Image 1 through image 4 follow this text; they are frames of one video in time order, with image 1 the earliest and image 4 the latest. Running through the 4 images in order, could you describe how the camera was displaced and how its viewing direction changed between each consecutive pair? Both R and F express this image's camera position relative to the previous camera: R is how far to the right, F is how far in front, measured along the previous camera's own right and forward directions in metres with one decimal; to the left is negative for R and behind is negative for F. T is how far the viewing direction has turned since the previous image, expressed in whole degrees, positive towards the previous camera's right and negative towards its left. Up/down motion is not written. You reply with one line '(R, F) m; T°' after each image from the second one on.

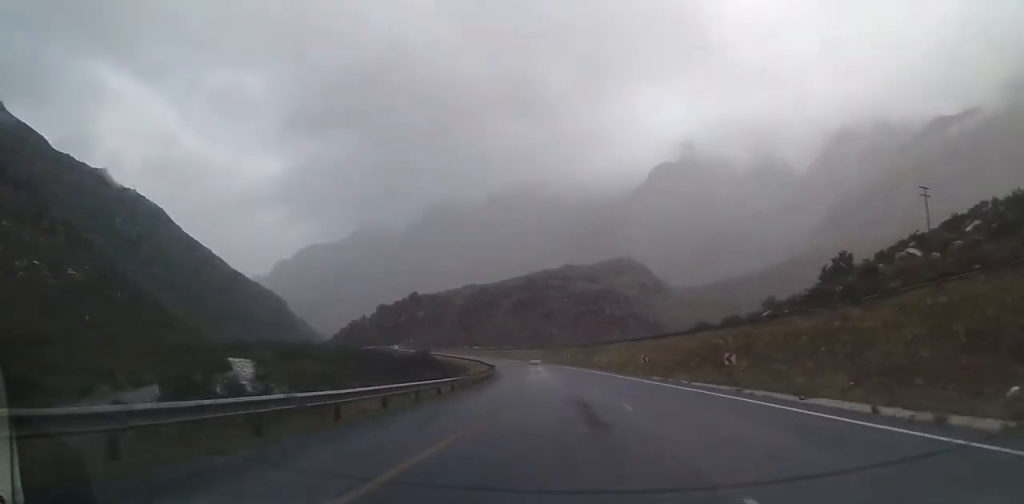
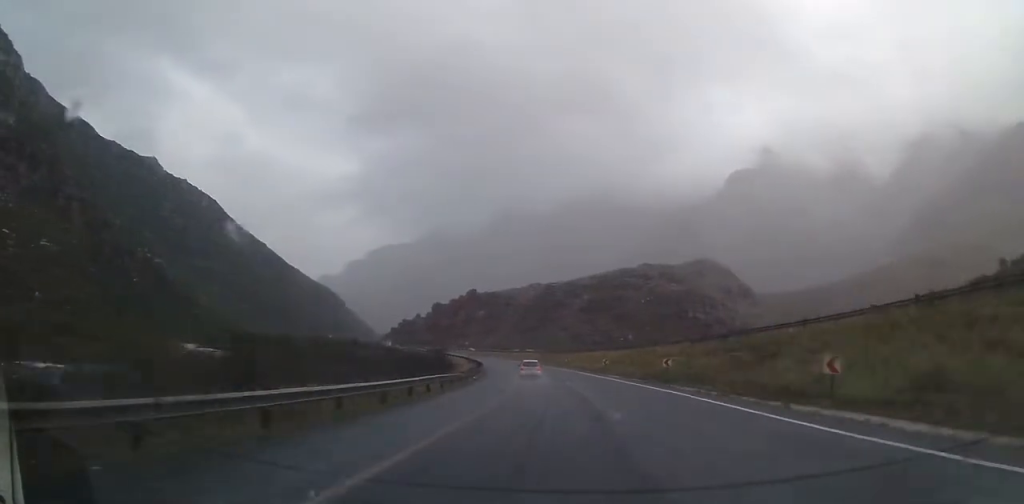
(-2.2, +60.2) m; -6°
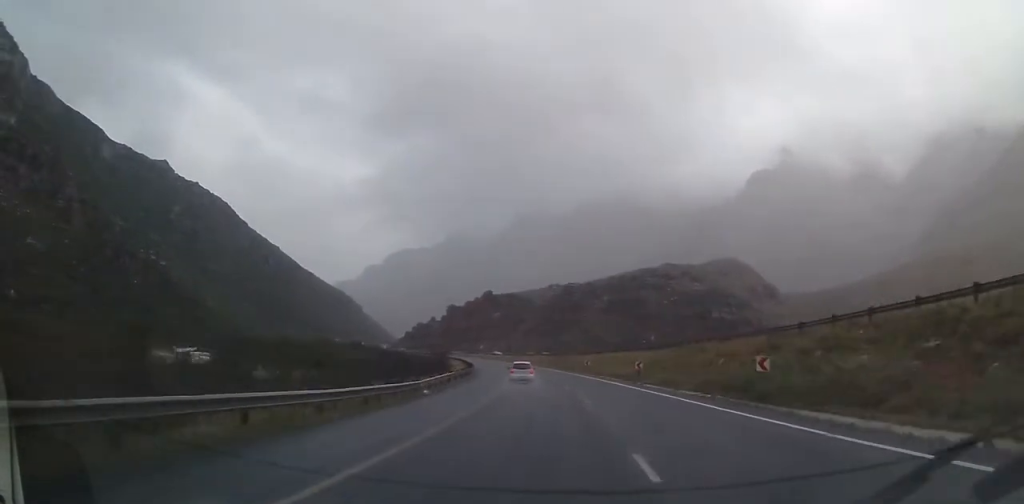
(0.0, +18.9) m; -5°
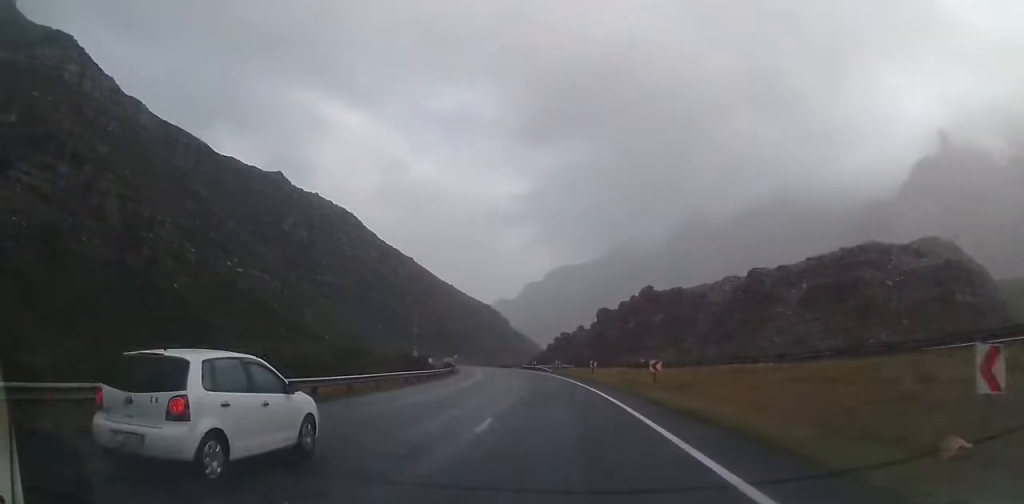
(-11.8, +113.9) m; -12°
